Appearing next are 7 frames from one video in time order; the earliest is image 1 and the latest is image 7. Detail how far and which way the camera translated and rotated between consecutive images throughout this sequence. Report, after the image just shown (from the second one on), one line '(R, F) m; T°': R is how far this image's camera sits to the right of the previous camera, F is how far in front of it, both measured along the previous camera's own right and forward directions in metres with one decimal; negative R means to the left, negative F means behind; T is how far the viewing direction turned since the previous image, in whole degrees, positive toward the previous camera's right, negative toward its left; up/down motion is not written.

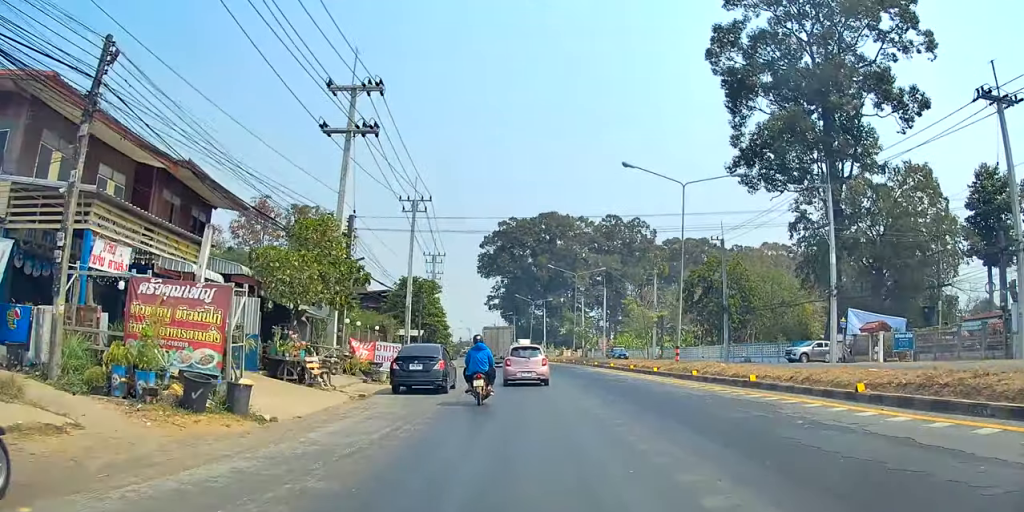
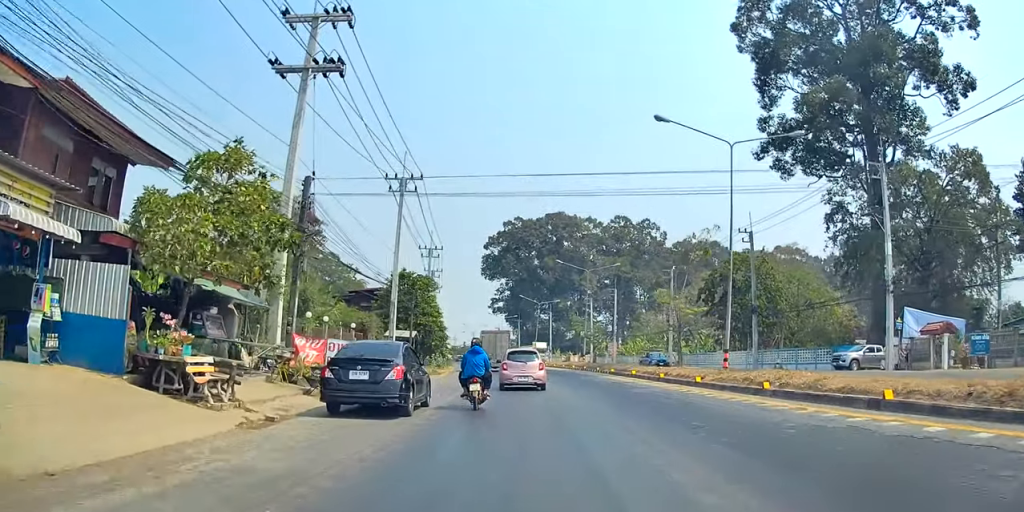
(+0.1, +7.1) m; -2°
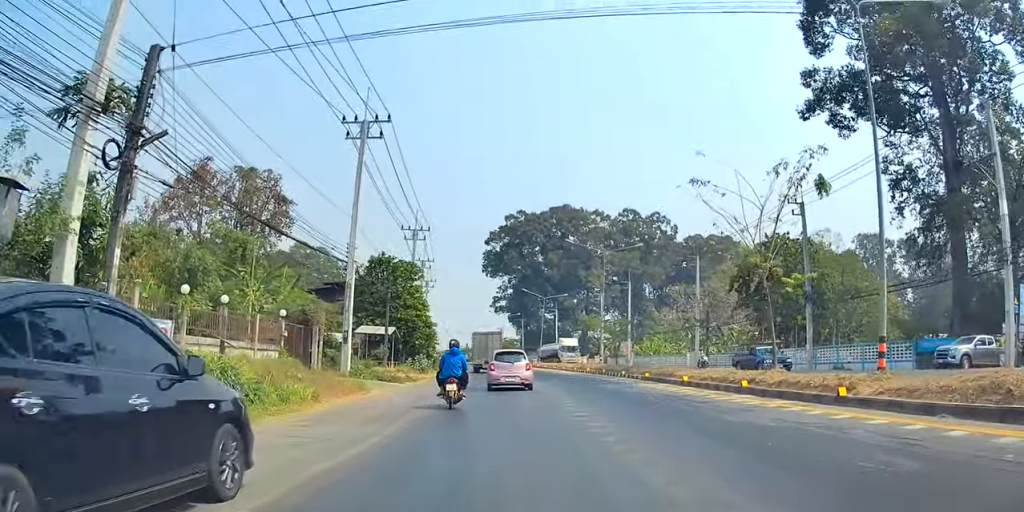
(-0.6, +12.0) m; +1°
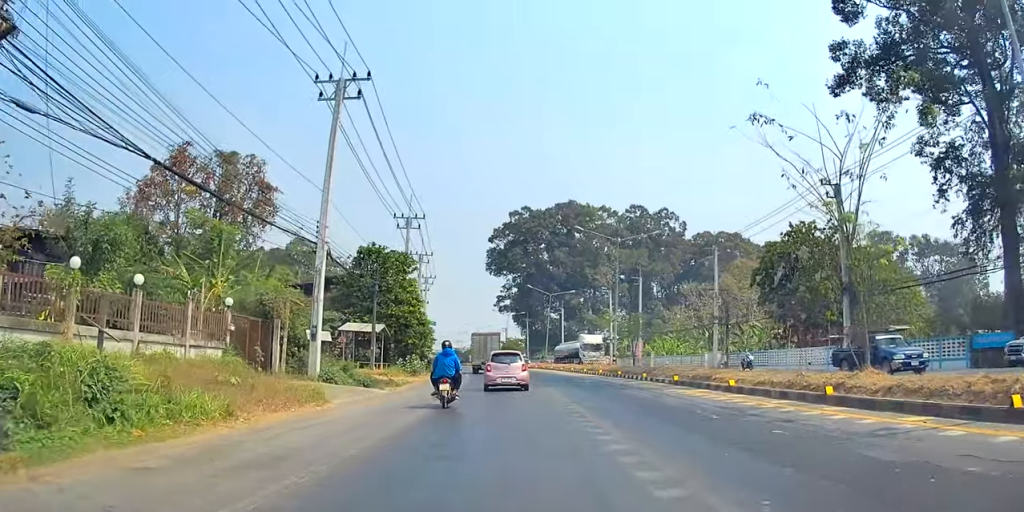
(+0.4, +5.4) m; 0°
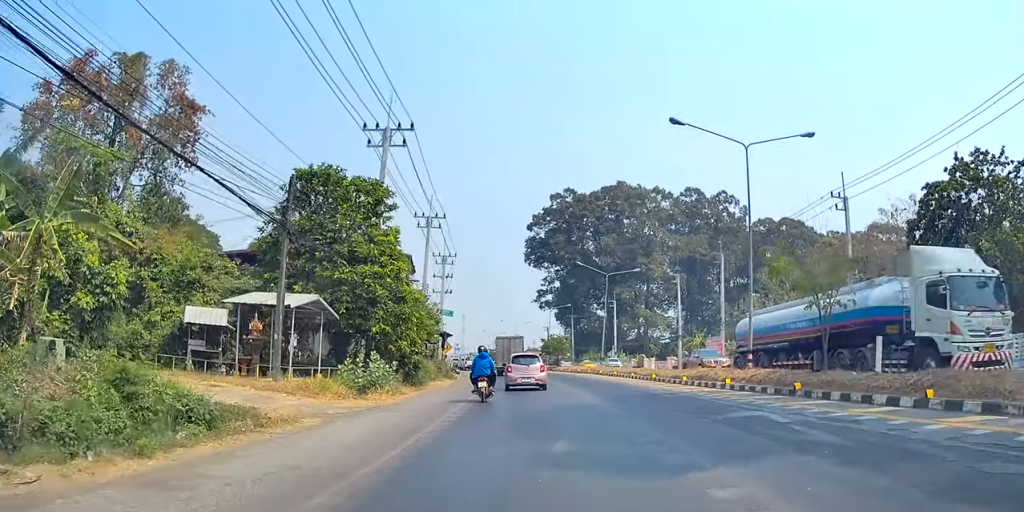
(-0.4, +20.6) m; +1°
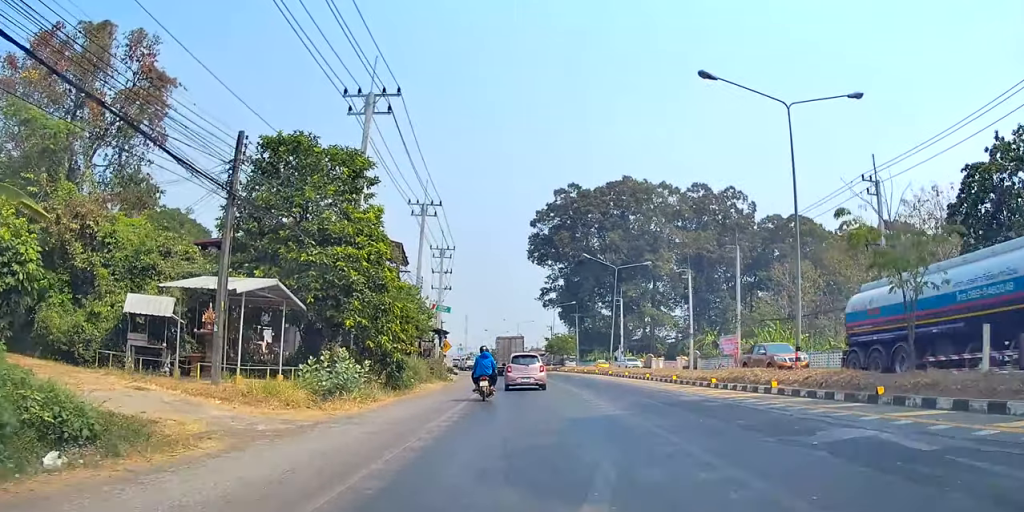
(0.0, +3.9) m; +2°
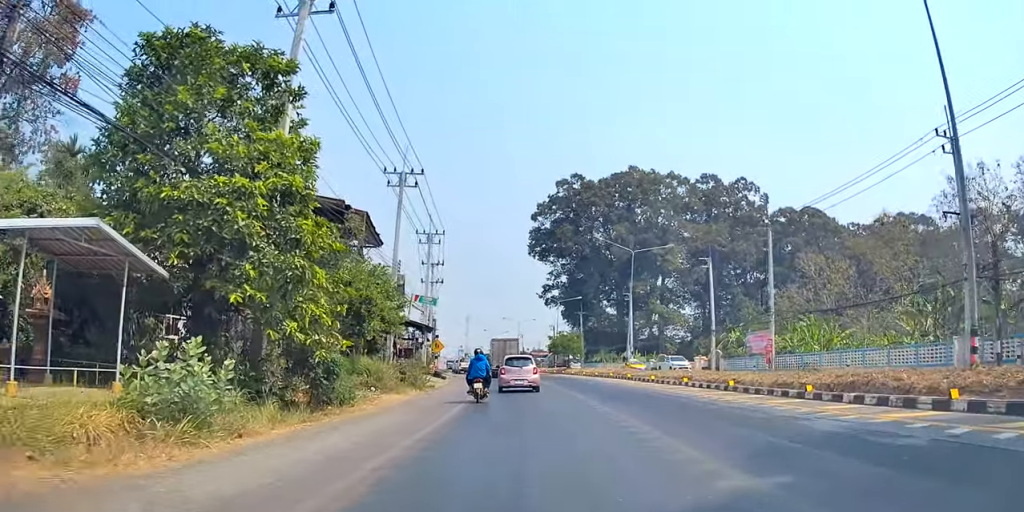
(+0.5, +8.1) m; -1°
